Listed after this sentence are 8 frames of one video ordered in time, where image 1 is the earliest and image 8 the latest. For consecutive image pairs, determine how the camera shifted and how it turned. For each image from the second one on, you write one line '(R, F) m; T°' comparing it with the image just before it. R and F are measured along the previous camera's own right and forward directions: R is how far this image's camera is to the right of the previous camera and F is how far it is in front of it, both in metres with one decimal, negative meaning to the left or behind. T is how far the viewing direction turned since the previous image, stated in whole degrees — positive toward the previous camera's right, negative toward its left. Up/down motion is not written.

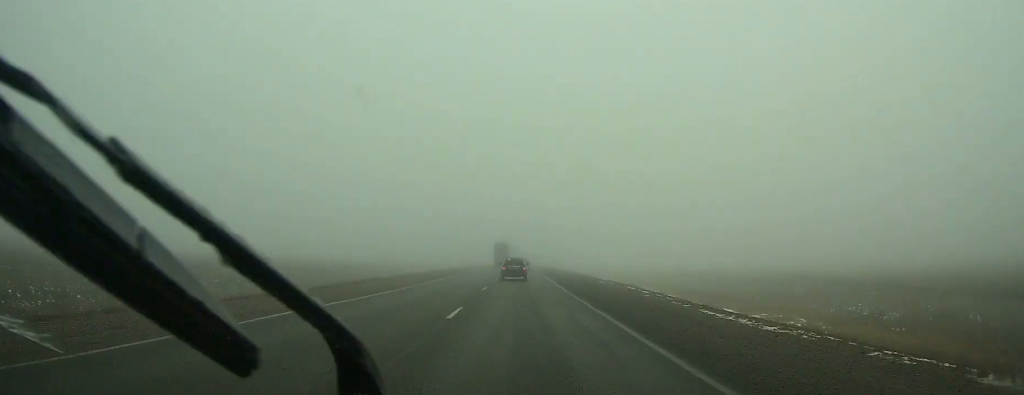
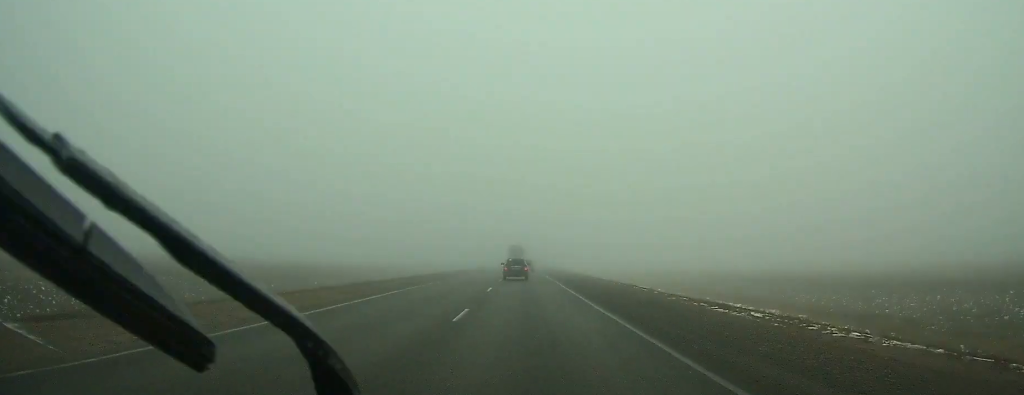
(0.0, +23.5) m; 0°
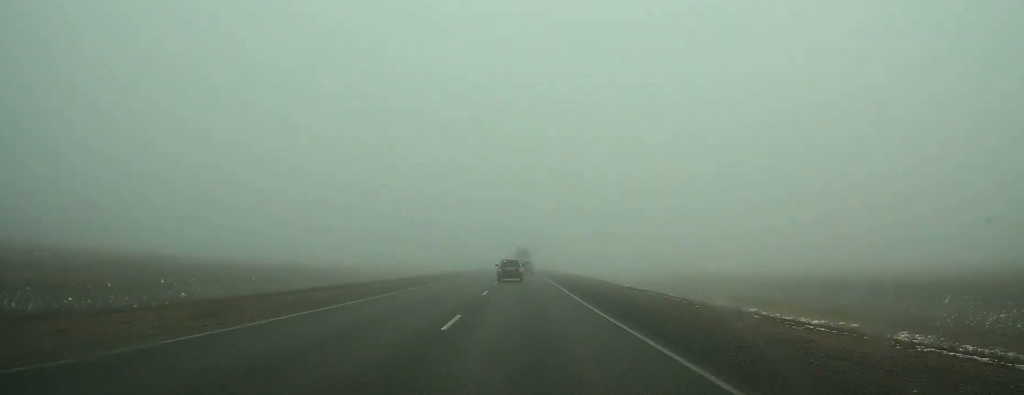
(0.0, +24.2) m; 0°
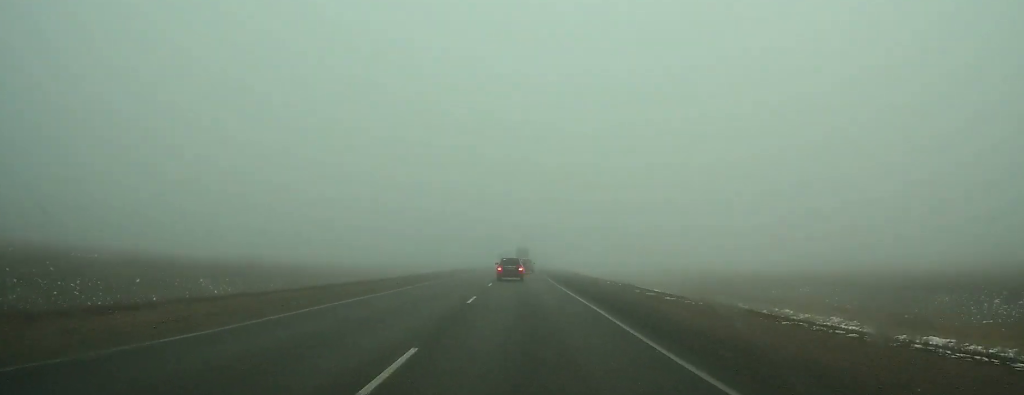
(0.0, +16.8) m; 0°
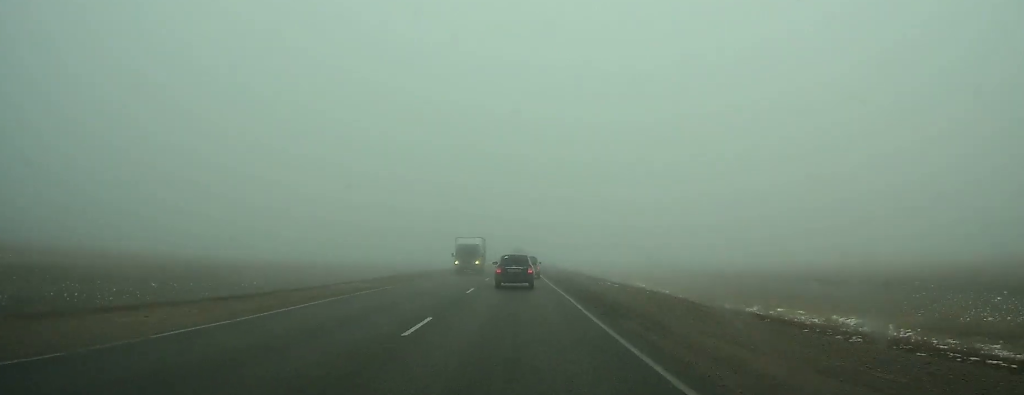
(+0.1, +90.9) m; 0°
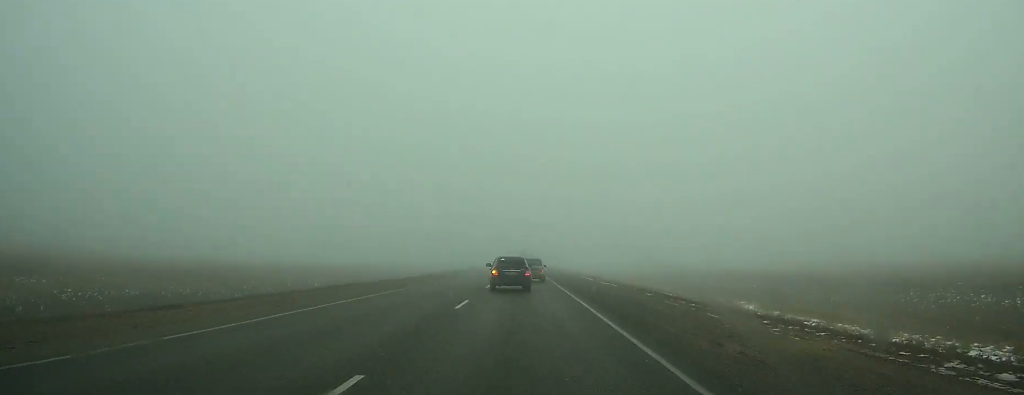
(-0.2, +31.7) m; 0°
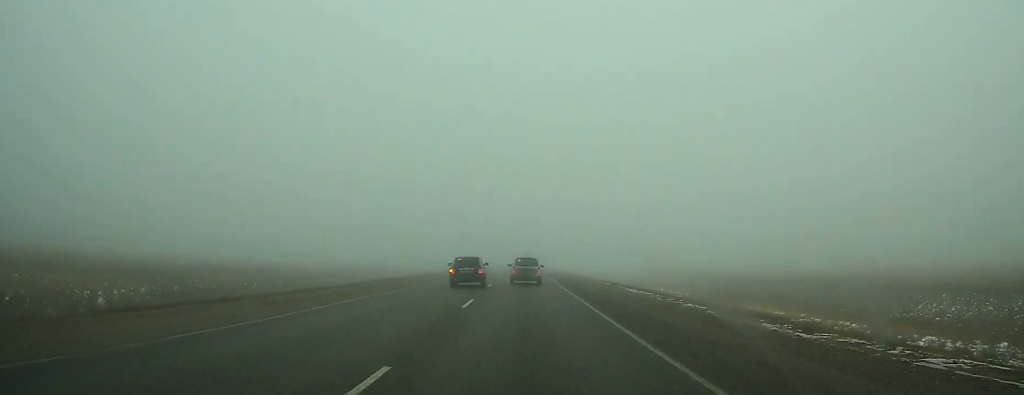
(0.0, +35.5) m; 0°
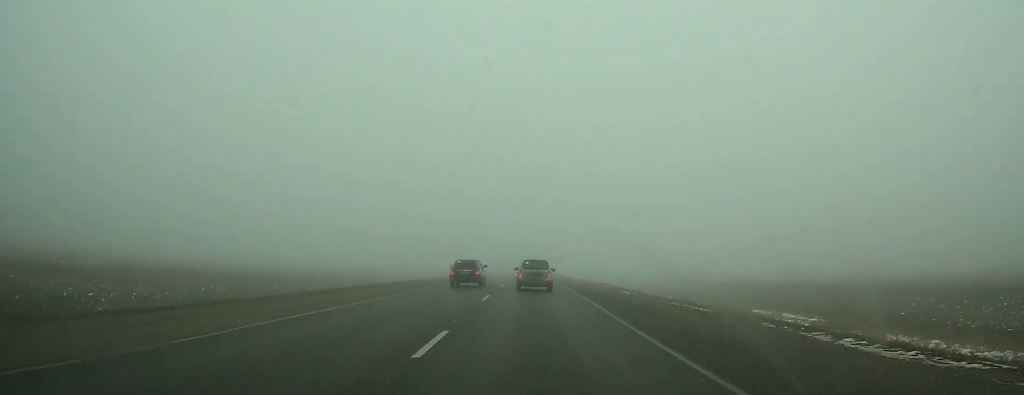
(-0.1, +19.4) m; 0°
